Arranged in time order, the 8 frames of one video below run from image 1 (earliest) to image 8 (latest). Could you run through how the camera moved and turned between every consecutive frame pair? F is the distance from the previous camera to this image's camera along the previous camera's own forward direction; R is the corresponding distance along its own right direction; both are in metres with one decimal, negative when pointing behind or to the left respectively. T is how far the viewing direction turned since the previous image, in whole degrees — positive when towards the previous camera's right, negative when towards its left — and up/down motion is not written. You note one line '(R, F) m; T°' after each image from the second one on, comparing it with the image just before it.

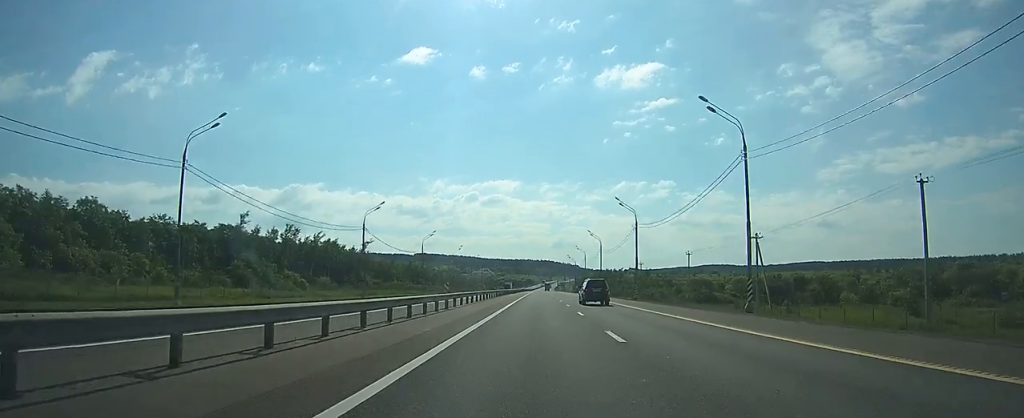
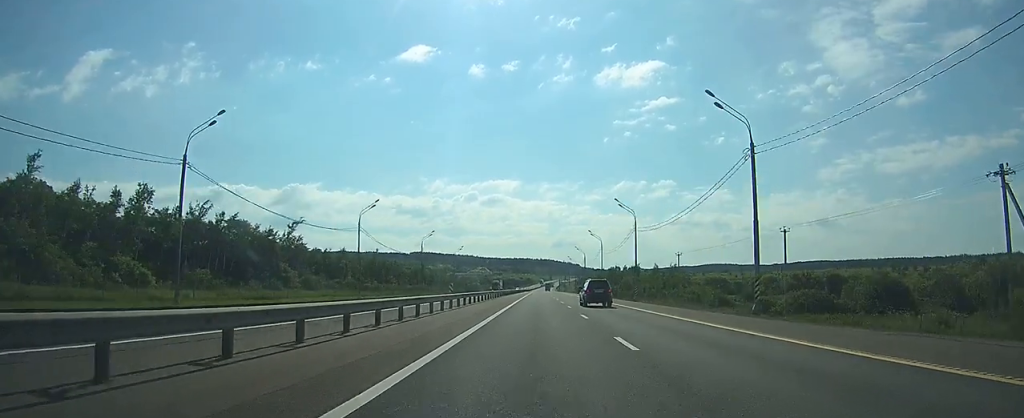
(+0.1, +37.3) m; 0°
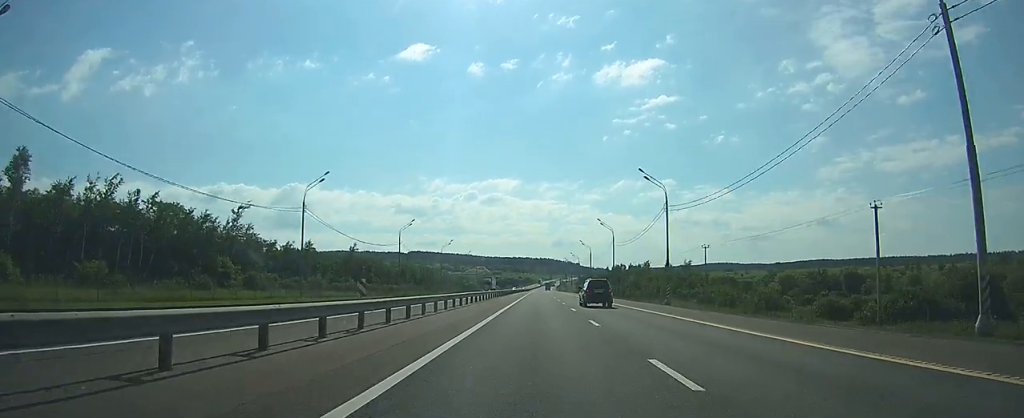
(0.0, +16.6) m; 0°
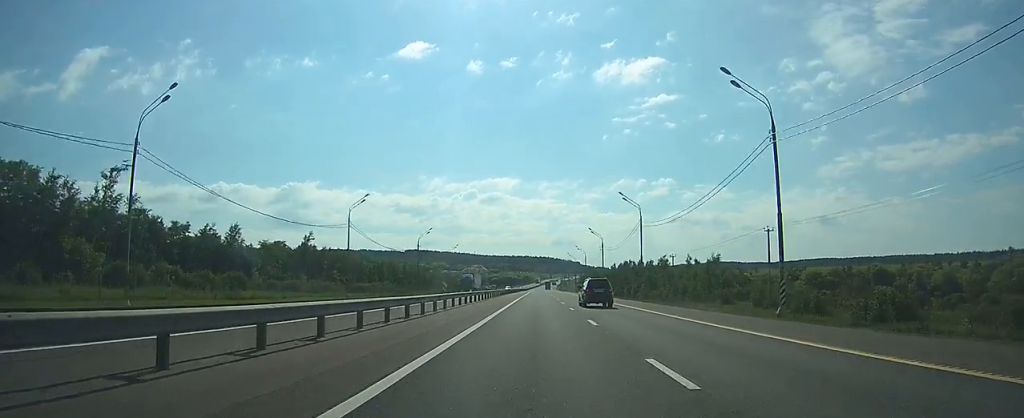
(0.0, +23.8) m; 0°
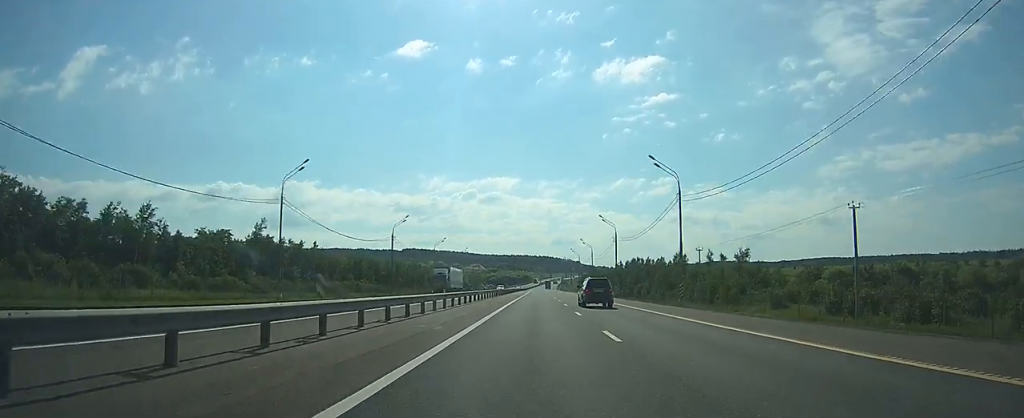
(-0.1, +17.6) m; 0°
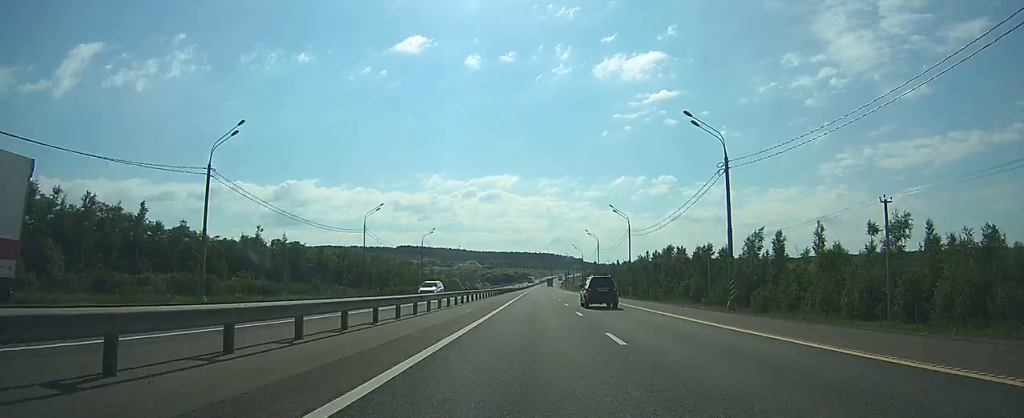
(0.0, +48.8) m; 0°
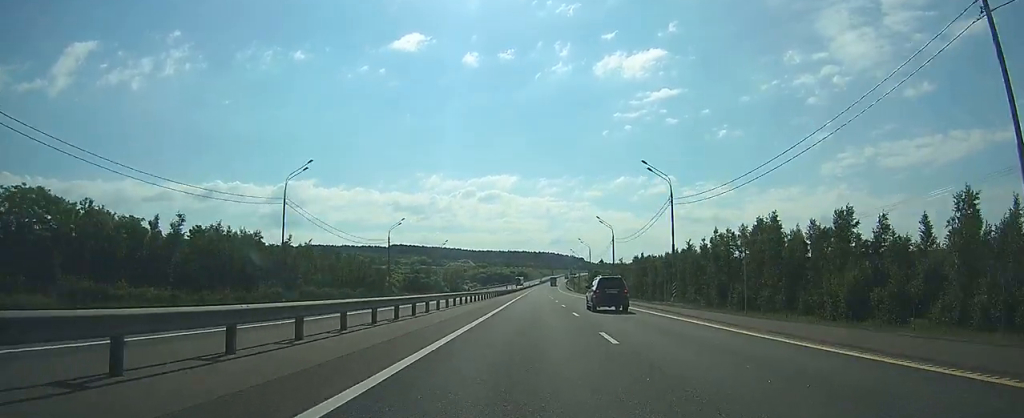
(0.0, +59.4) m; 0°
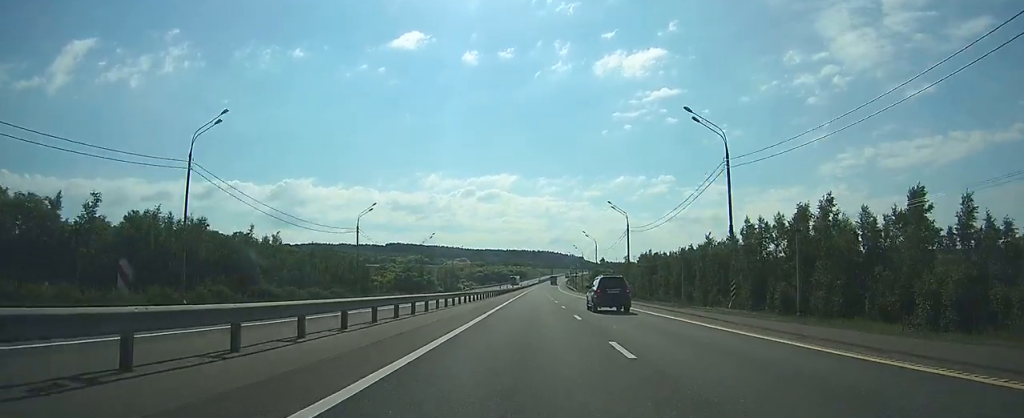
(0.0, +14.6) m; 0°
